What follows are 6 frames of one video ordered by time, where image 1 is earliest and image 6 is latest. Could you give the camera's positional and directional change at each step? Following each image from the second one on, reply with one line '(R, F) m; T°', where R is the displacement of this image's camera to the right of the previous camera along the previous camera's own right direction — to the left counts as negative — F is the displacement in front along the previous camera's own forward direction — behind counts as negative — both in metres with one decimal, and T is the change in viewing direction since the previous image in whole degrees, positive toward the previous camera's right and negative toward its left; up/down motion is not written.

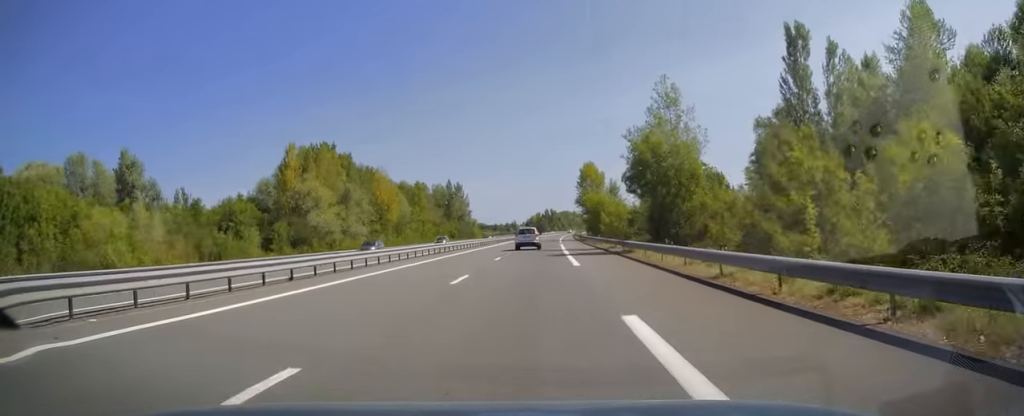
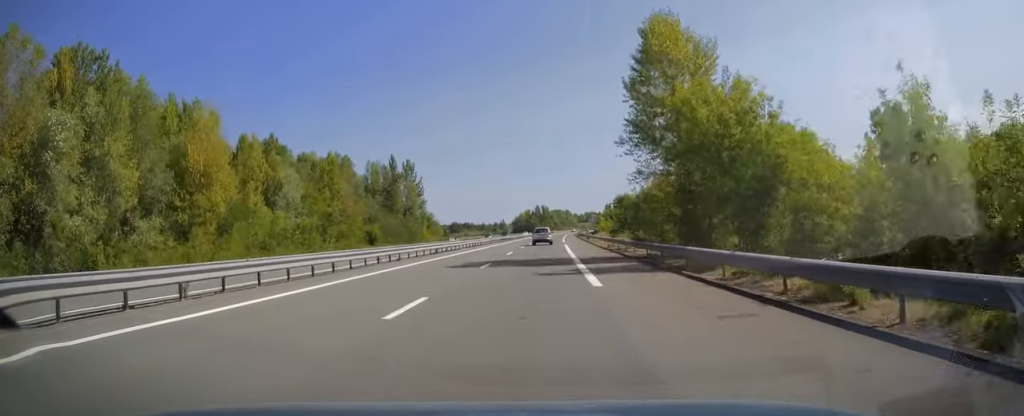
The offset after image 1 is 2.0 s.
(+0.6, +60.1) m; +1°
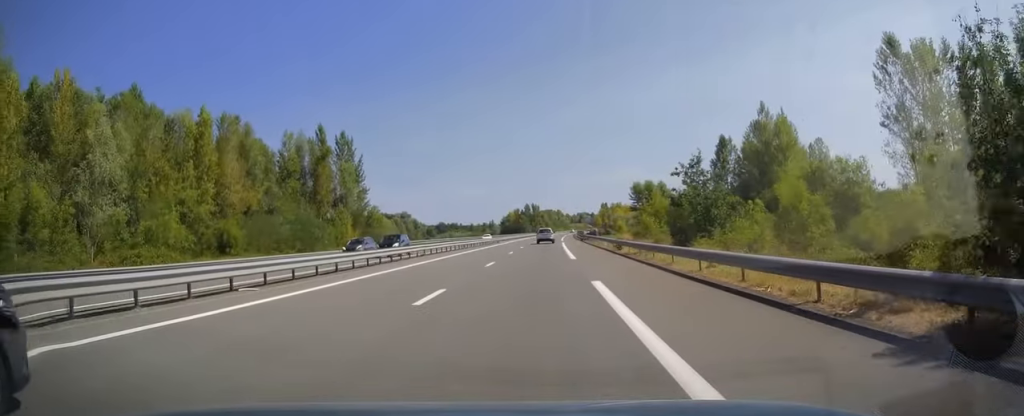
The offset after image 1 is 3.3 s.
(0.0, +37.5) m; +1°
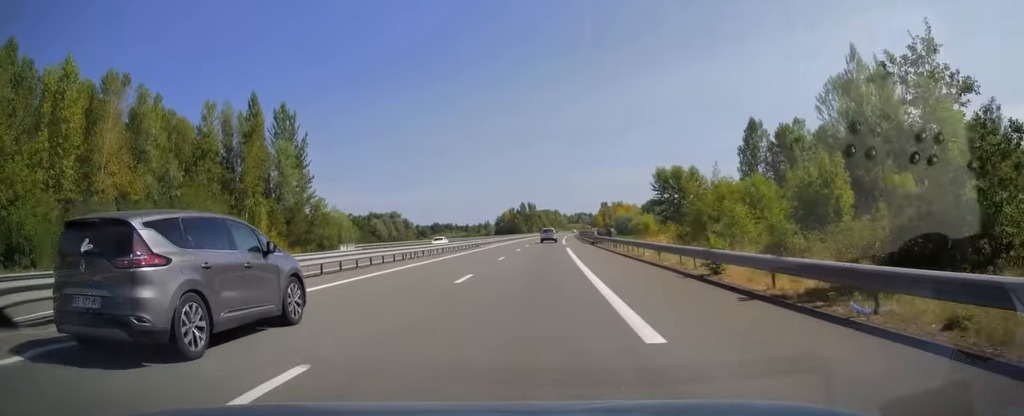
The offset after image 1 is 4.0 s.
(+0.2, +21.7) m; +1°
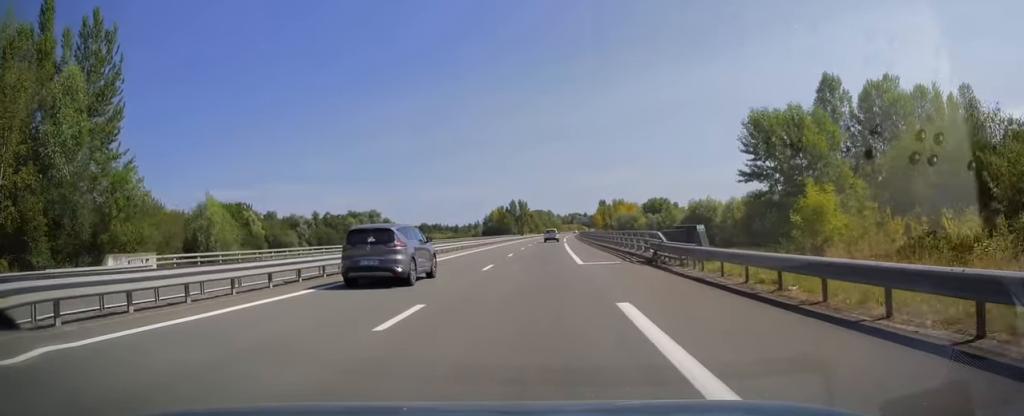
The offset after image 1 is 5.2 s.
(+0.2, +35.0) m; +1°
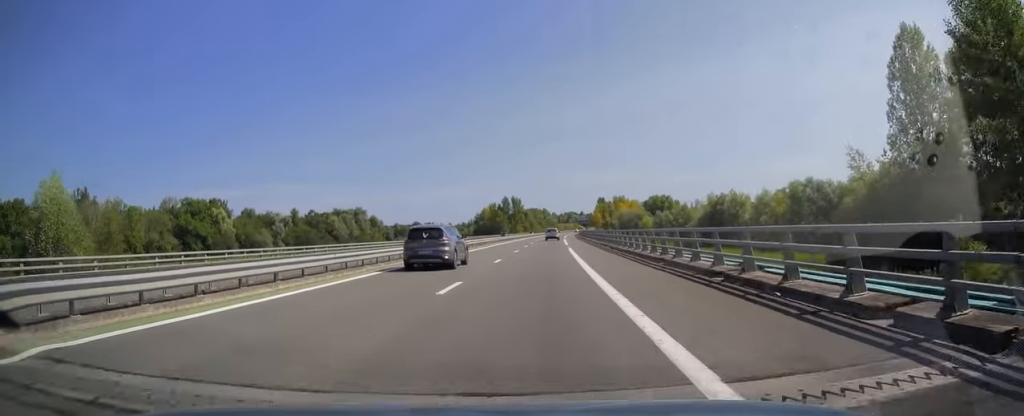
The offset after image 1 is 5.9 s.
(+0.1, +21.7) m; 0°
